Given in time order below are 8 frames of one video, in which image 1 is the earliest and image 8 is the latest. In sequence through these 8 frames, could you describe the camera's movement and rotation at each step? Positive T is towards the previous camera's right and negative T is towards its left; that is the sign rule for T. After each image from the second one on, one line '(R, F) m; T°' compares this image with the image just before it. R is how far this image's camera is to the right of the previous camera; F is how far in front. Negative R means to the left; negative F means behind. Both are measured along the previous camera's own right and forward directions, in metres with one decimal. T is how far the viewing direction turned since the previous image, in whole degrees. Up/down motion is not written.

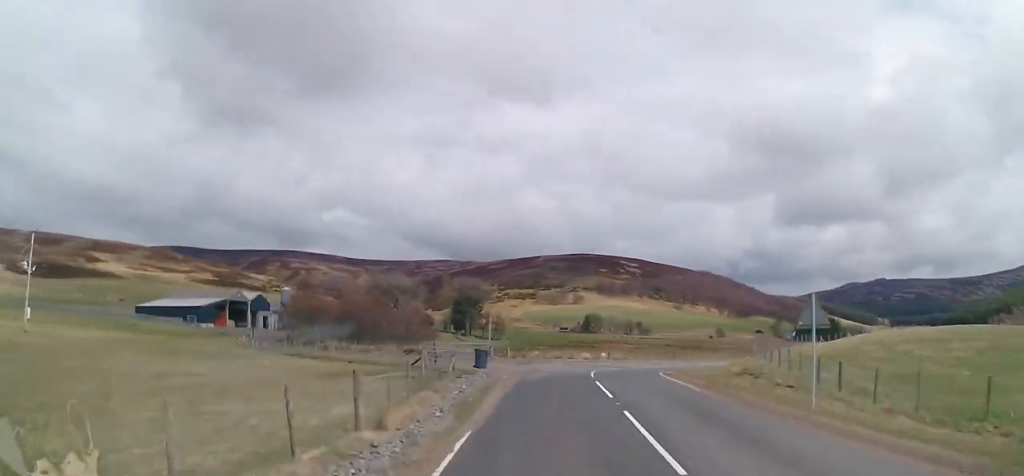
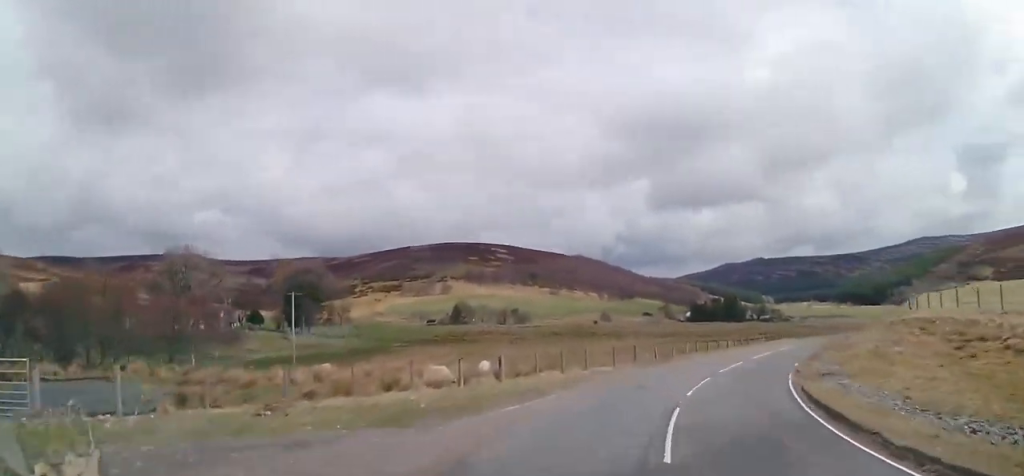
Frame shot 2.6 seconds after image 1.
(+1.2, +37.4) m; +12°
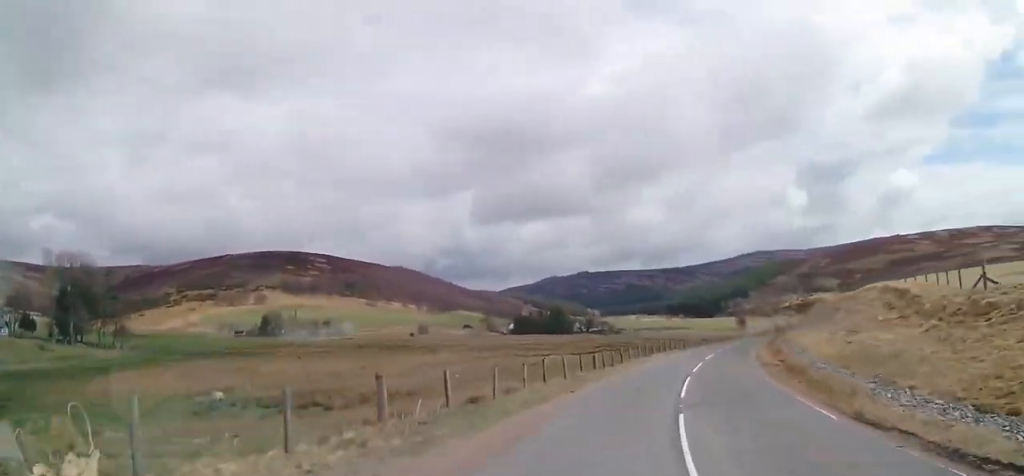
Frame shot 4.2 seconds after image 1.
(+0.4, +21.6) m; +10°
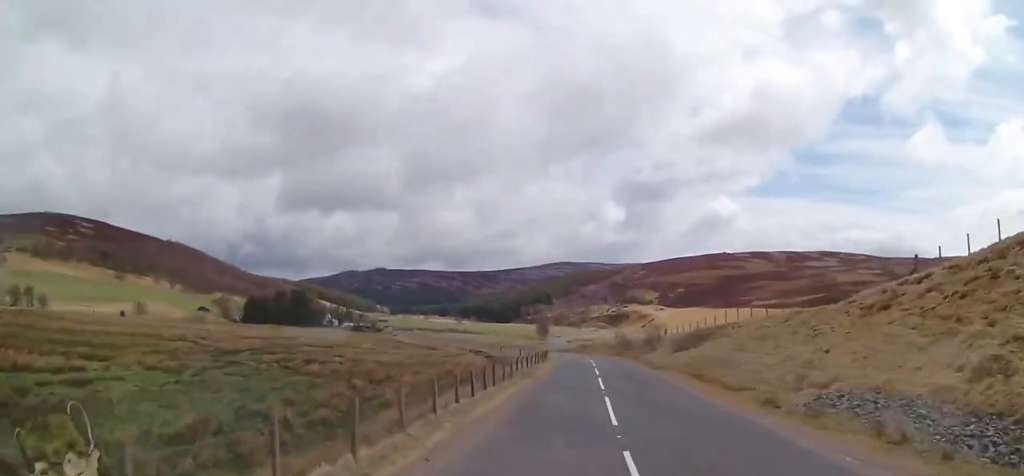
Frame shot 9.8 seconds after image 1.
(+23.2, +77.4) m; +21°
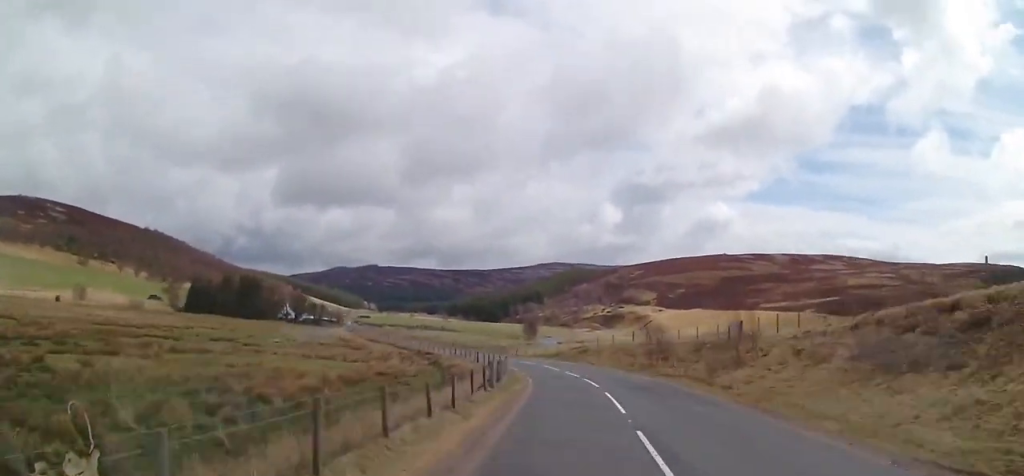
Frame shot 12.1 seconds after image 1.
(-0.3, +34.9) m; -5°
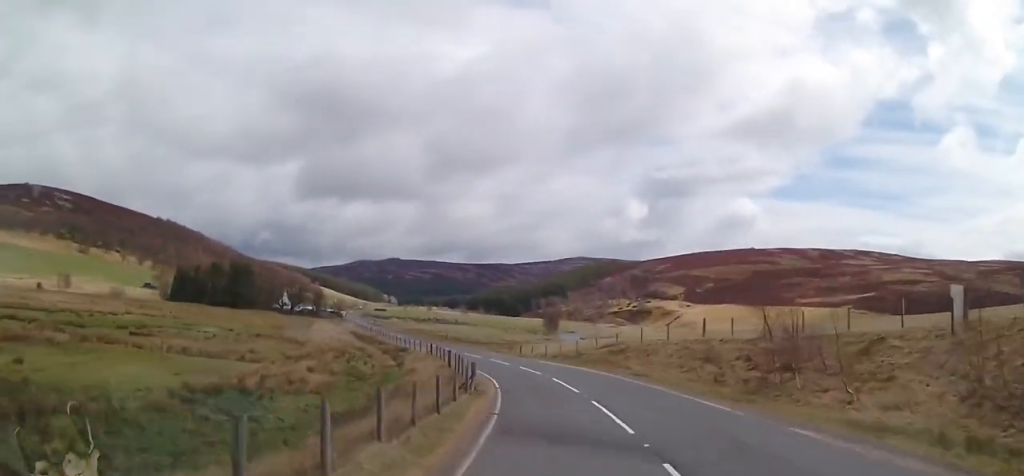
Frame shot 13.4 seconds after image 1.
(-0.5, +21.4) m; -4°
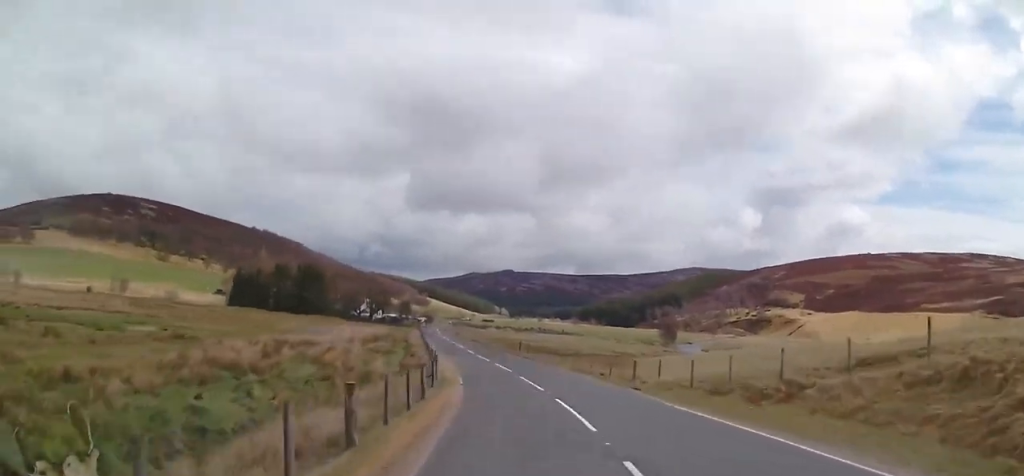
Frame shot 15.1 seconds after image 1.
(-1.1, +26.5) m; -7°
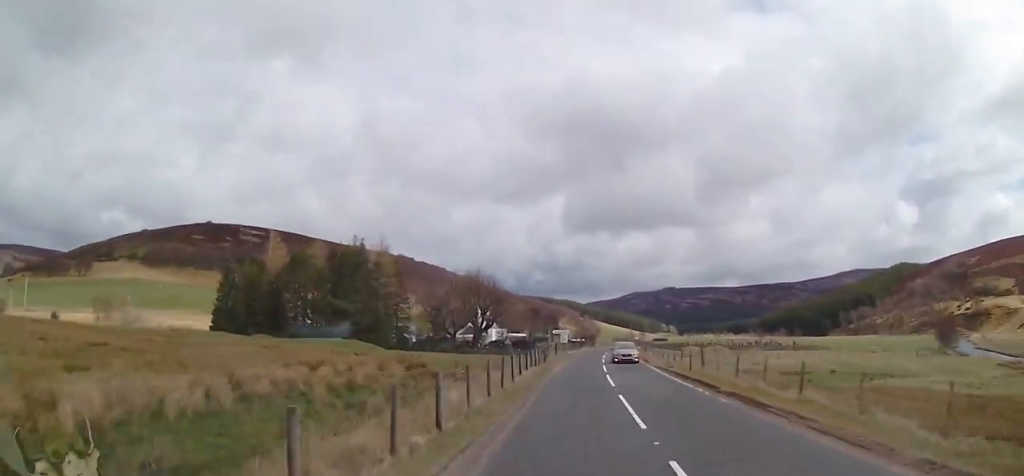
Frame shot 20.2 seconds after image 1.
(-13.7, +78.9) m; -13°
